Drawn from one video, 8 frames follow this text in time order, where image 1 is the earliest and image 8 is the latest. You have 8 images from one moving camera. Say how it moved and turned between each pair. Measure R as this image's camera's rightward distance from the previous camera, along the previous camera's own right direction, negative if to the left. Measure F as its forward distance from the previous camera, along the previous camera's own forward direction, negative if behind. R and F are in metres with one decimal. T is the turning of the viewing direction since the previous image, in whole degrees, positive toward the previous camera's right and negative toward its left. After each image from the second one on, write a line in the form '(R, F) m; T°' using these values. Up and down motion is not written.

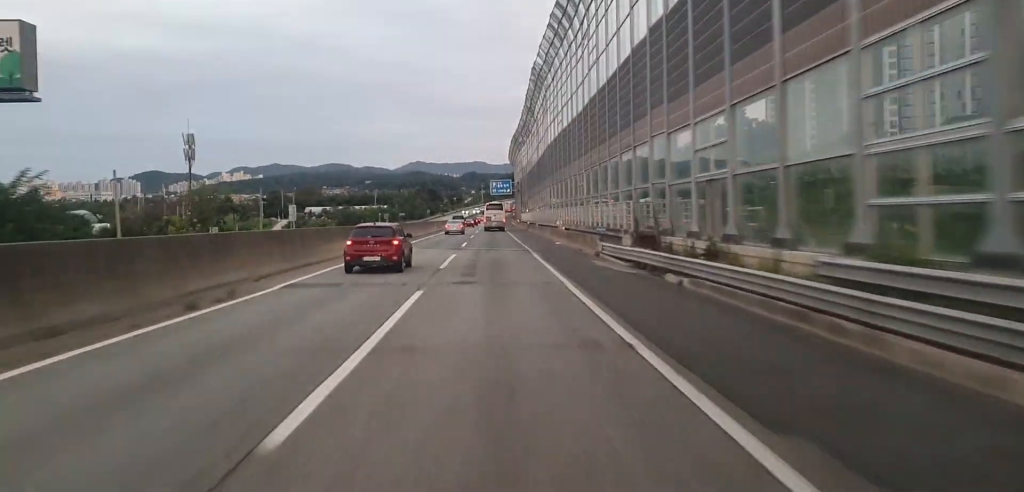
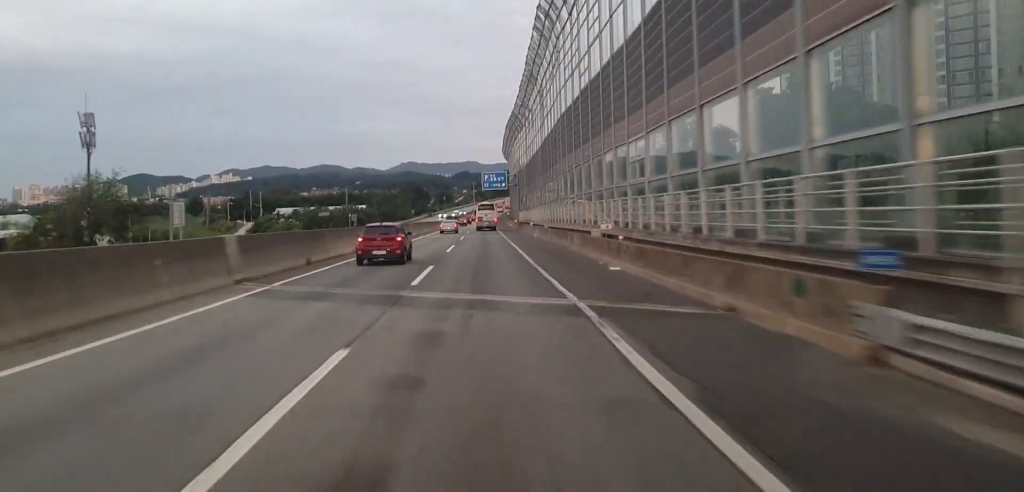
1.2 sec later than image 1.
(0.0, +25.4) m; 0°
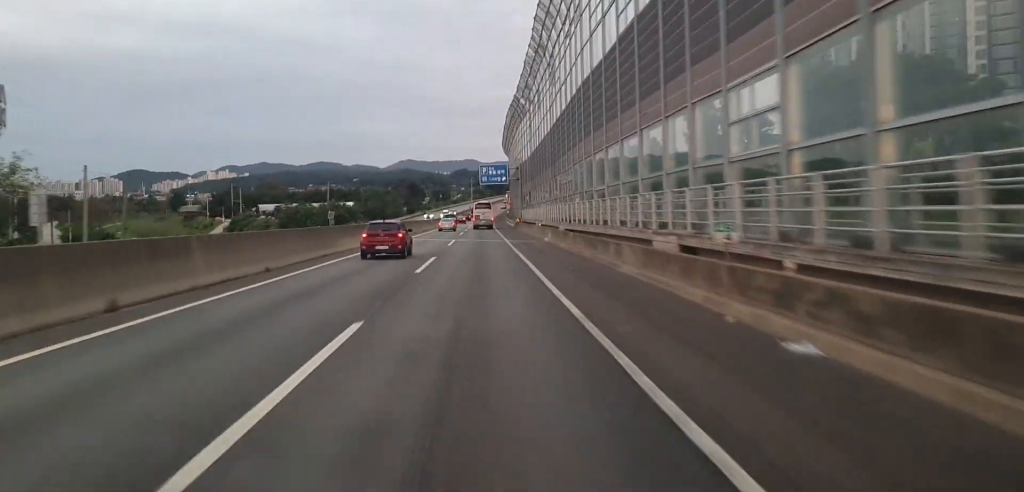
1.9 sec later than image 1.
(0.0, +15.2) m; 0°
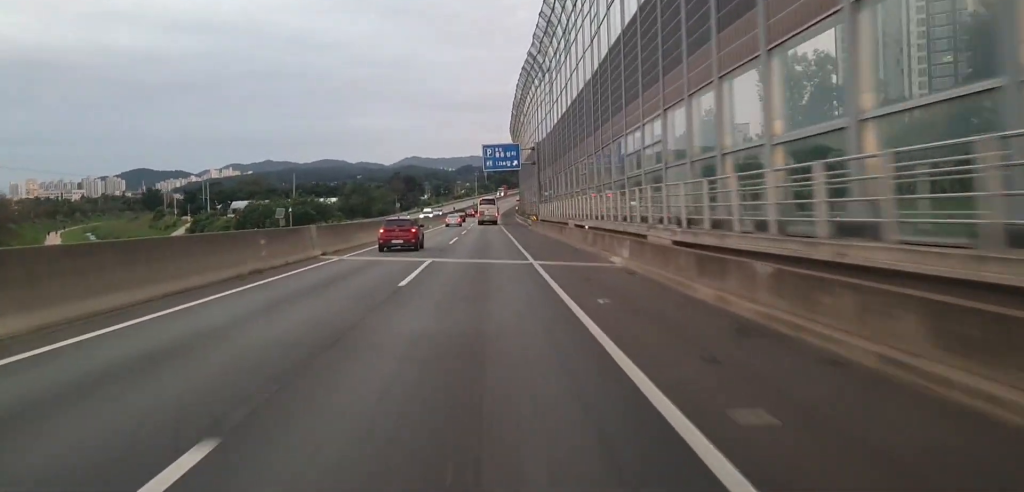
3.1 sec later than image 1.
(0.0, +26.9) m; 0°
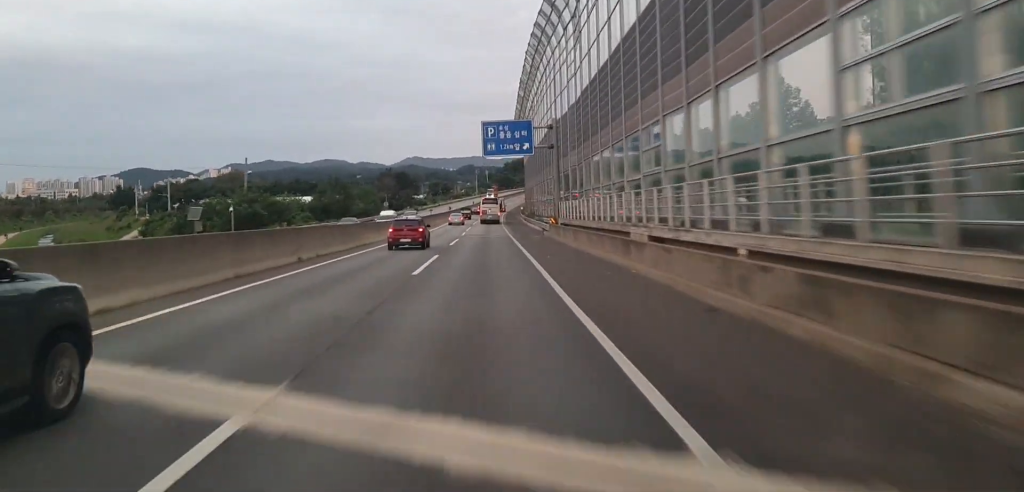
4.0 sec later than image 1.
(0.0, +21.8) m; 0°
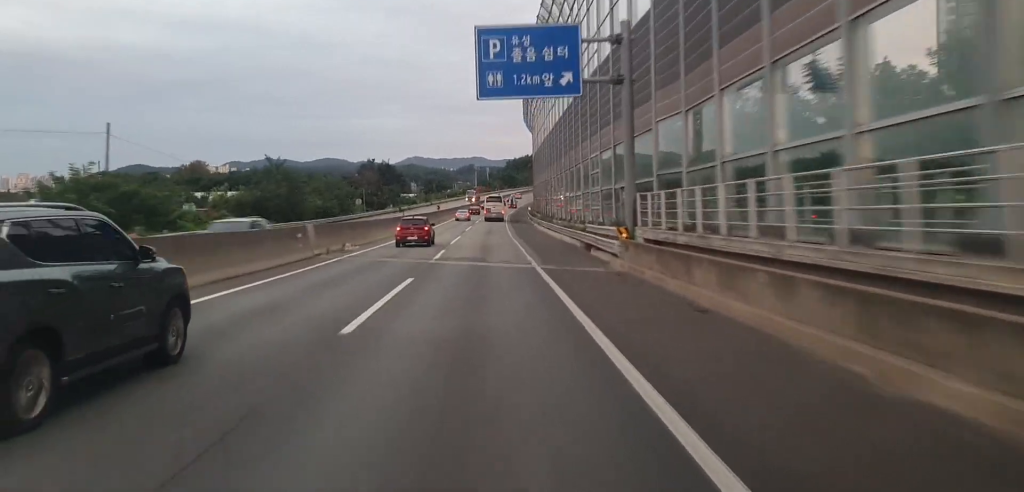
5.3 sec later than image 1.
(+0.2, +31.0) m; 0°
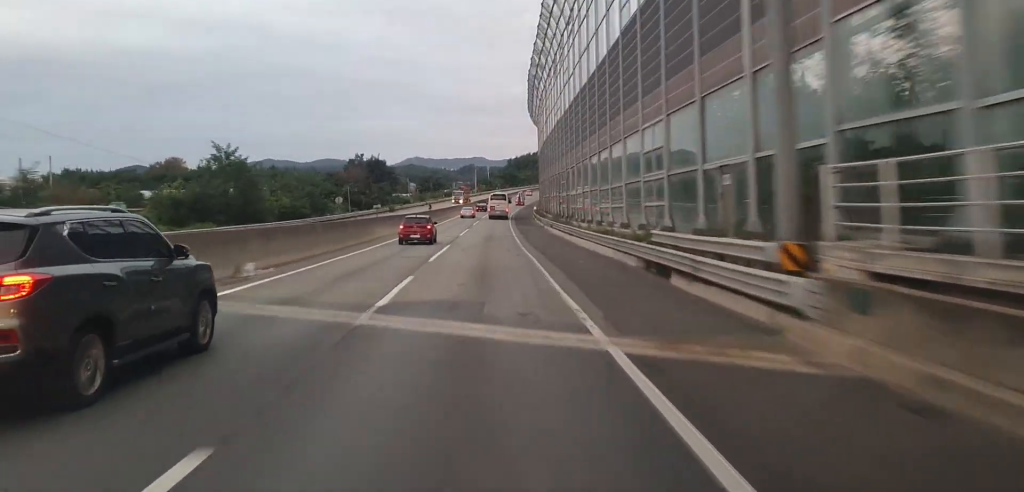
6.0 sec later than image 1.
(0.0, +15.6) m; 0°
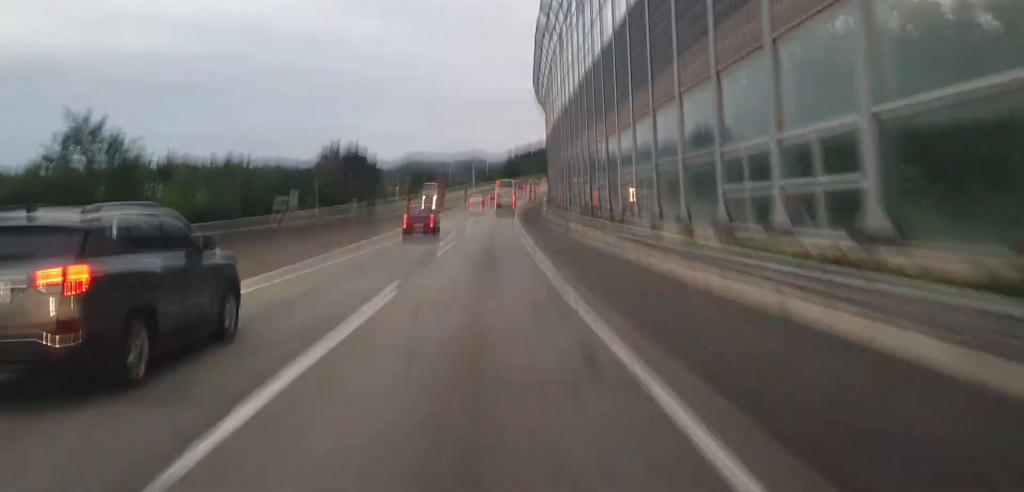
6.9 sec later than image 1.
(-0.1, +22.4) m; 0°
